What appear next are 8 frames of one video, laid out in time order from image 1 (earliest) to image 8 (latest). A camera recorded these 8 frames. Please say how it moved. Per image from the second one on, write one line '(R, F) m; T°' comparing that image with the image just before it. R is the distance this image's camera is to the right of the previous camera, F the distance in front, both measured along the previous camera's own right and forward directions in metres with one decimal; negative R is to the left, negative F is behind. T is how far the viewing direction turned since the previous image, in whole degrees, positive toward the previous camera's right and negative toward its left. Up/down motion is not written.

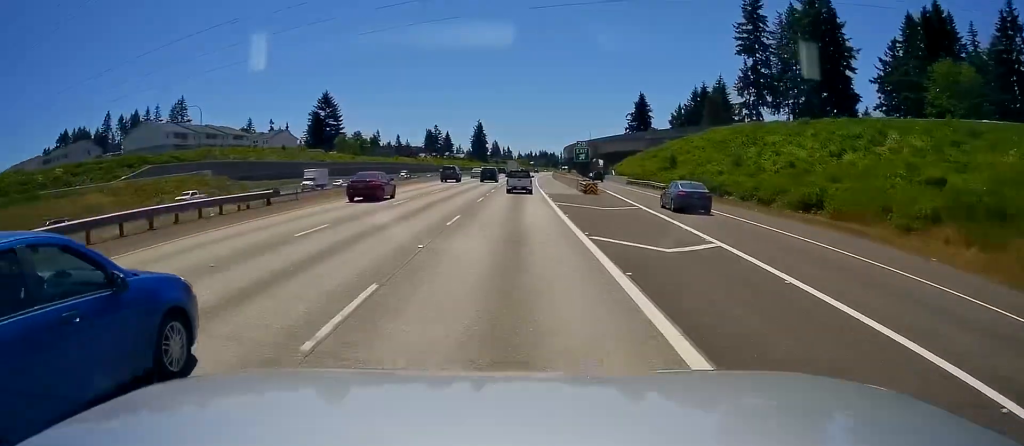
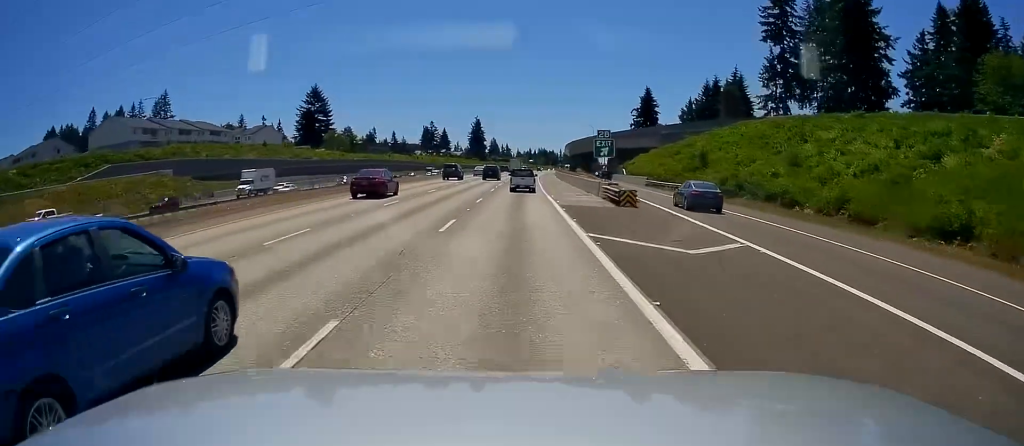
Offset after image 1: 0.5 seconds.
(-0.2, +14.2) m; -1°
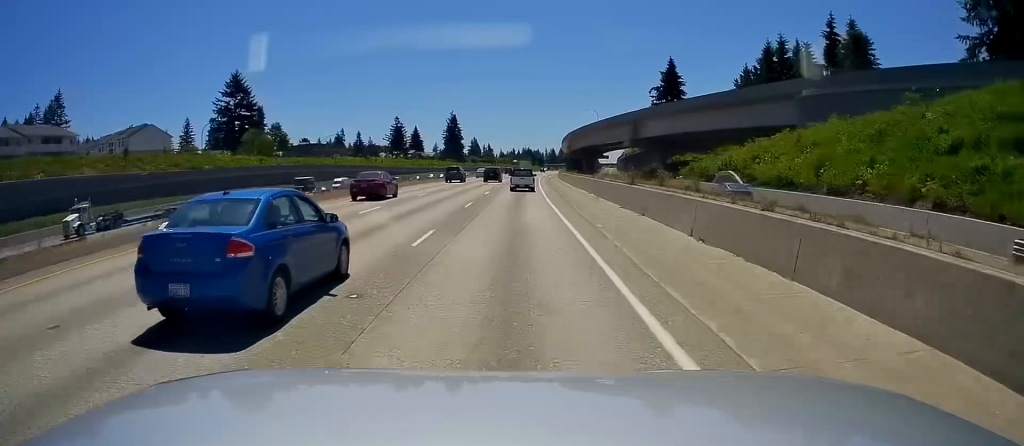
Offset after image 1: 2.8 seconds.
(+1.7, +63.3) m; +2°
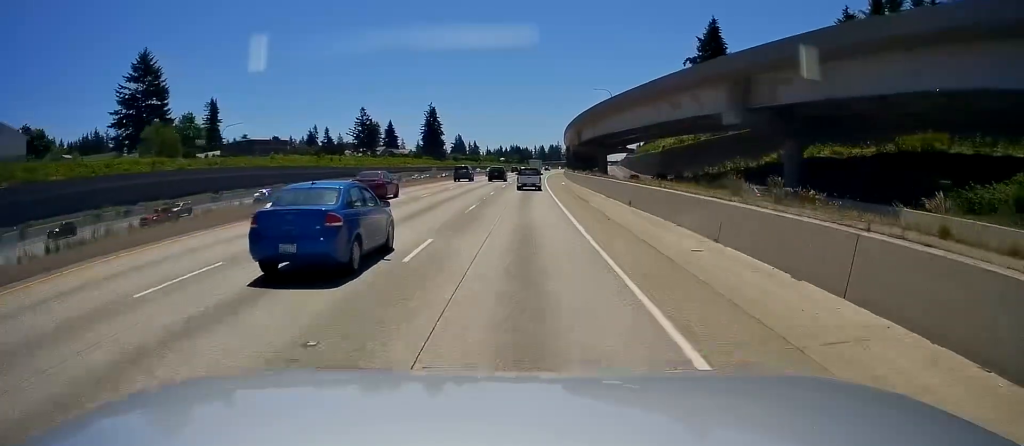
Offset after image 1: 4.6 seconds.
(+0.4, +50.2) m; +2°
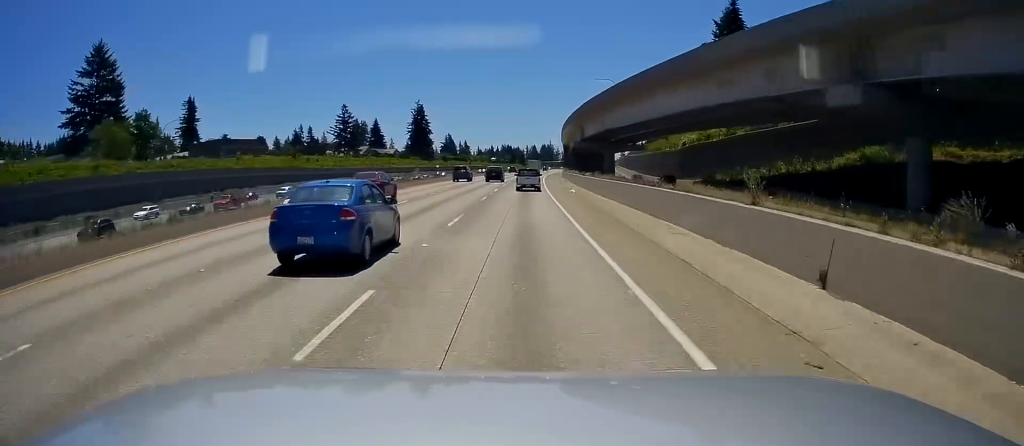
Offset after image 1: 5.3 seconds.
(-0.1, +17.6) m; +1°
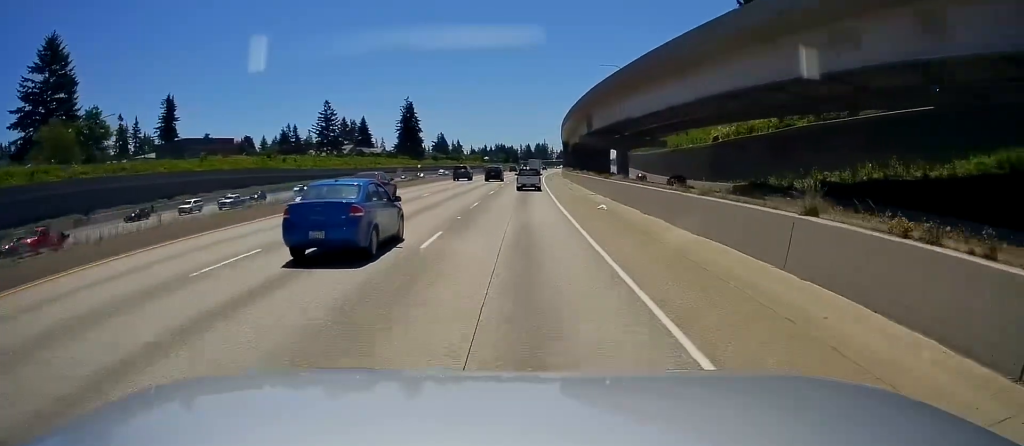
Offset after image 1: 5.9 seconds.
(+0.2, +16.8) m; 0°
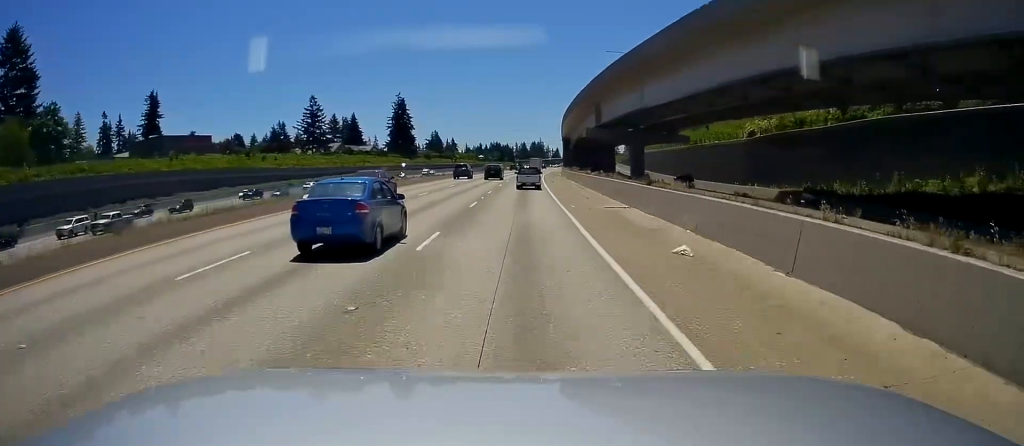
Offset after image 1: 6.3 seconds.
(+0.5, +12.6) m; 0°
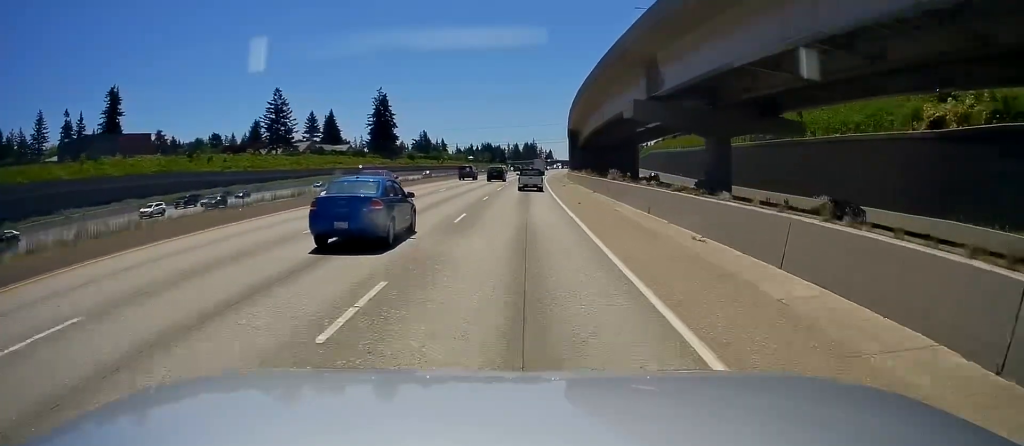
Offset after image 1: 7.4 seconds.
(-0.9, +29.9) m; 0°
